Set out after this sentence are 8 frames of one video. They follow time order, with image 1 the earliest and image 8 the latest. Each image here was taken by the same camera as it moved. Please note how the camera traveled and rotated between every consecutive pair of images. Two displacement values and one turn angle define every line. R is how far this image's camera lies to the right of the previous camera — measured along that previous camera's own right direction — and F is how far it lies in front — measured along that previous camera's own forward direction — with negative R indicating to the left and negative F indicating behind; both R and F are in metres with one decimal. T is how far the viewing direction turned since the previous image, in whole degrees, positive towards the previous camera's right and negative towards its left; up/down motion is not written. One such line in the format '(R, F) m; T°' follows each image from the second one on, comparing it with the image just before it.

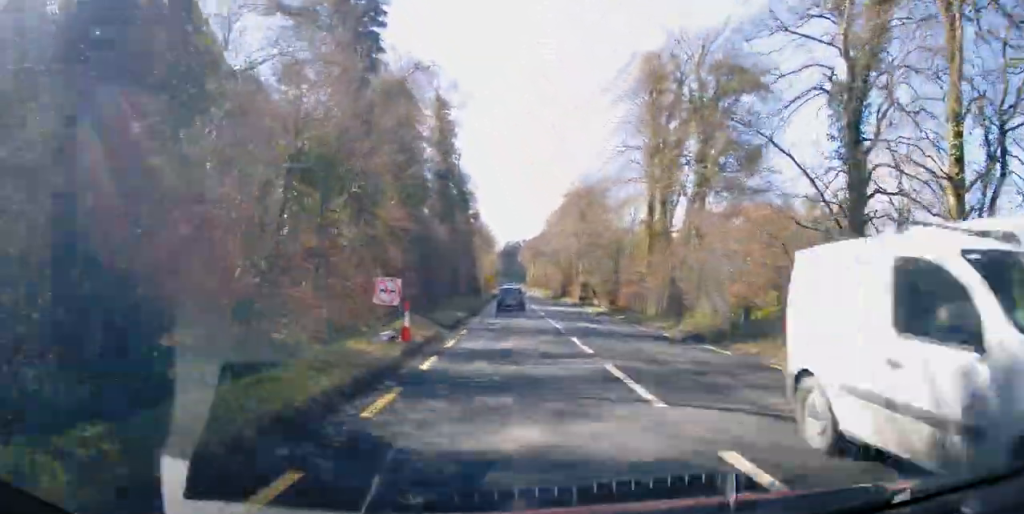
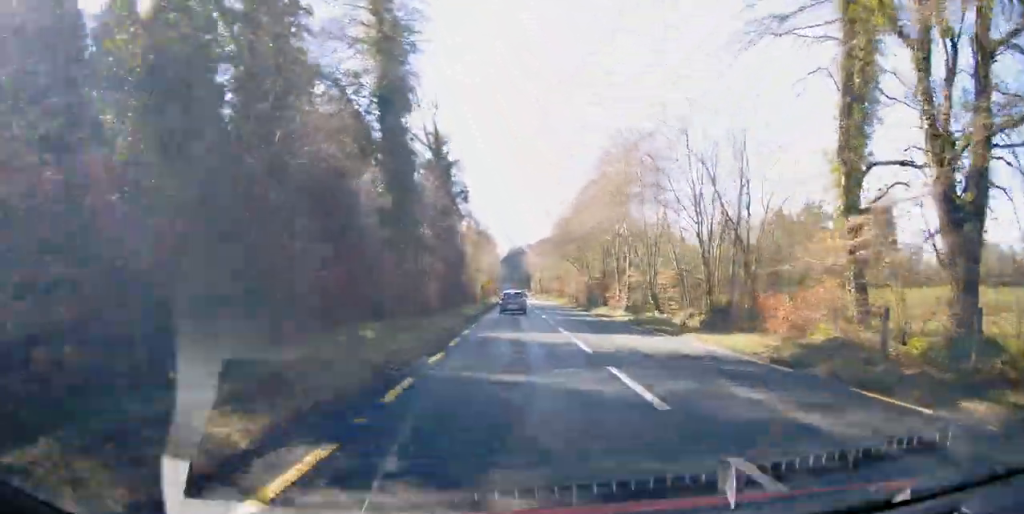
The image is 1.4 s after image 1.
(+0.5, +23.8) m; 0°
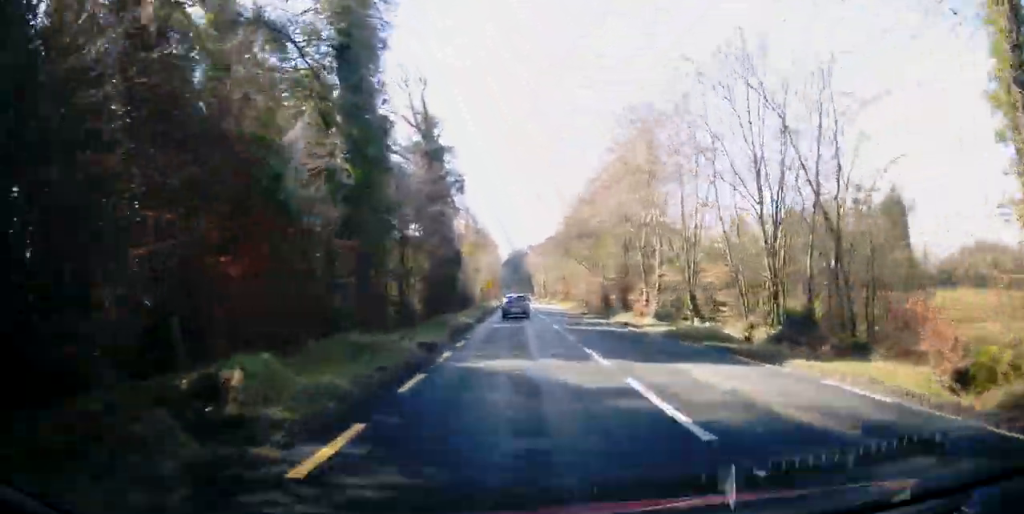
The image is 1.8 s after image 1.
(-0.1, +7.2) m; -1°
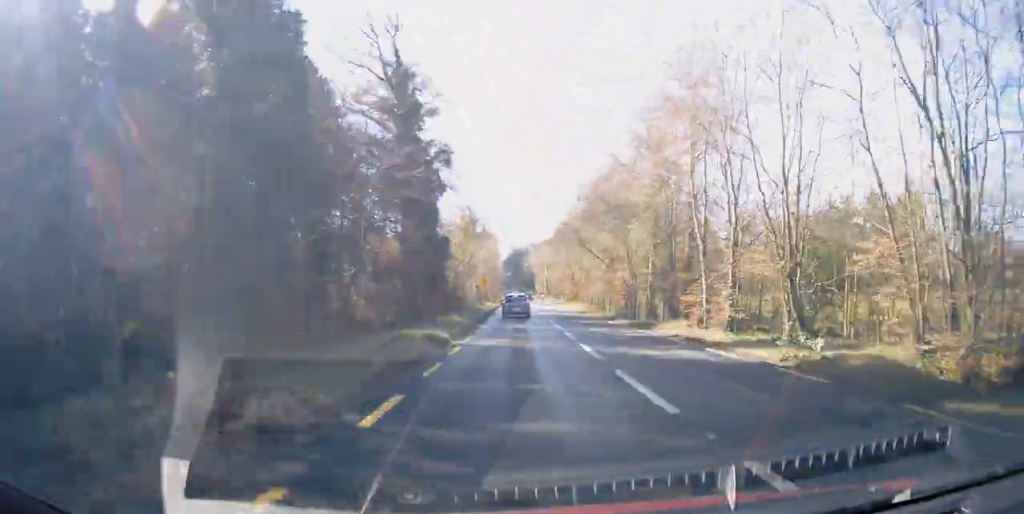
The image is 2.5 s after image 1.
(-0.1, +10.4) m; -1°
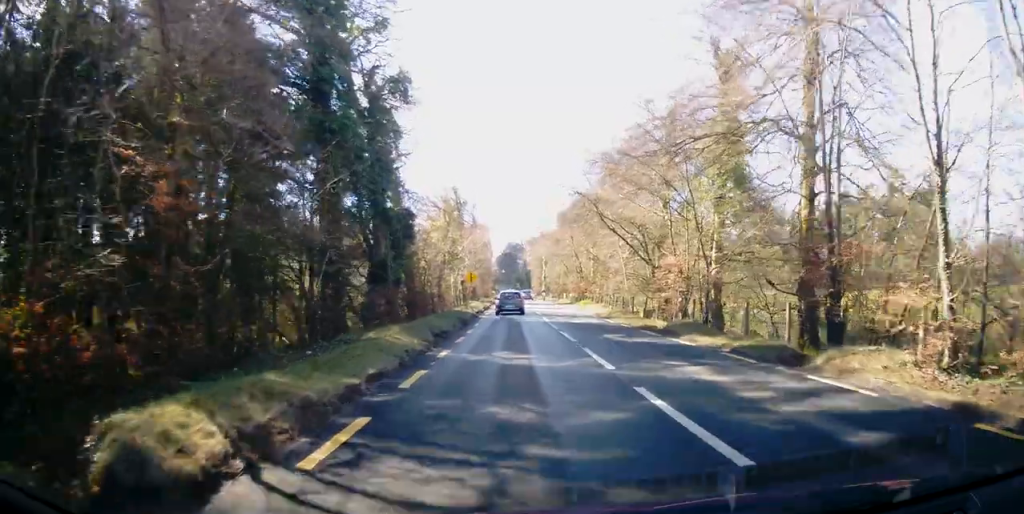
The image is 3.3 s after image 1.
(-0.2, +14.1) m; +1°
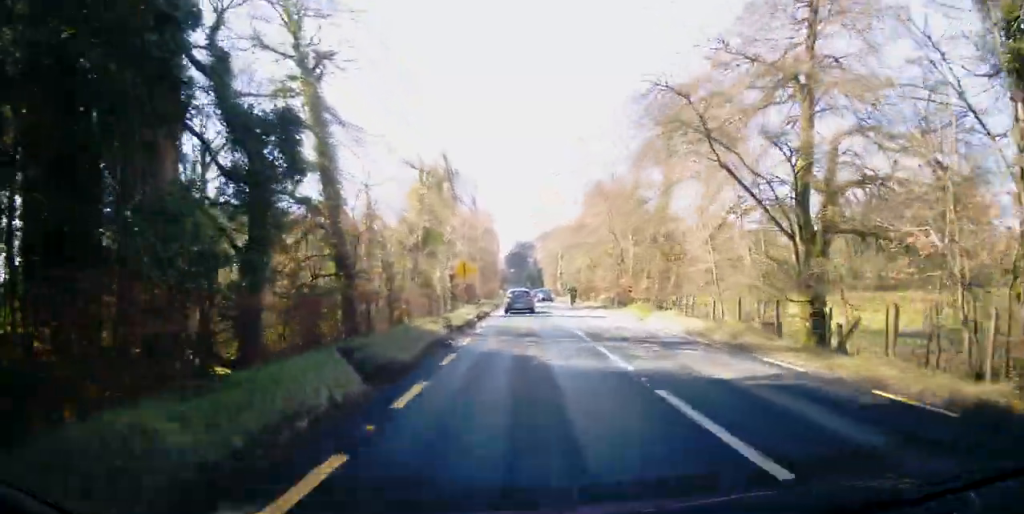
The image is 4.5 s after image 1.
(+0.3, +18.5) m; 0°
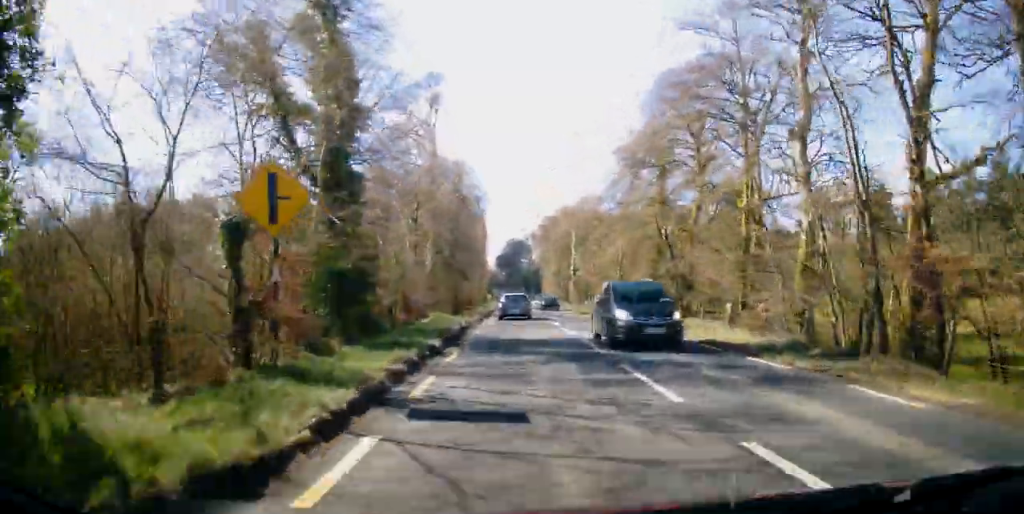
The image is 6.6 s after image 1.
(-1.3, +32.9) m; -3°
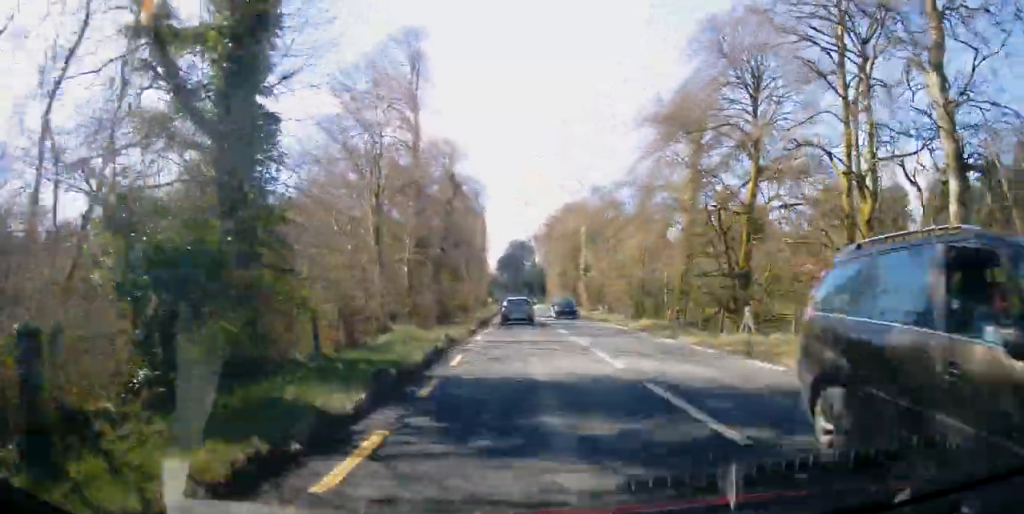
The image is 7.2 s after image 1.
(0.0, +8.1) m; 0°
